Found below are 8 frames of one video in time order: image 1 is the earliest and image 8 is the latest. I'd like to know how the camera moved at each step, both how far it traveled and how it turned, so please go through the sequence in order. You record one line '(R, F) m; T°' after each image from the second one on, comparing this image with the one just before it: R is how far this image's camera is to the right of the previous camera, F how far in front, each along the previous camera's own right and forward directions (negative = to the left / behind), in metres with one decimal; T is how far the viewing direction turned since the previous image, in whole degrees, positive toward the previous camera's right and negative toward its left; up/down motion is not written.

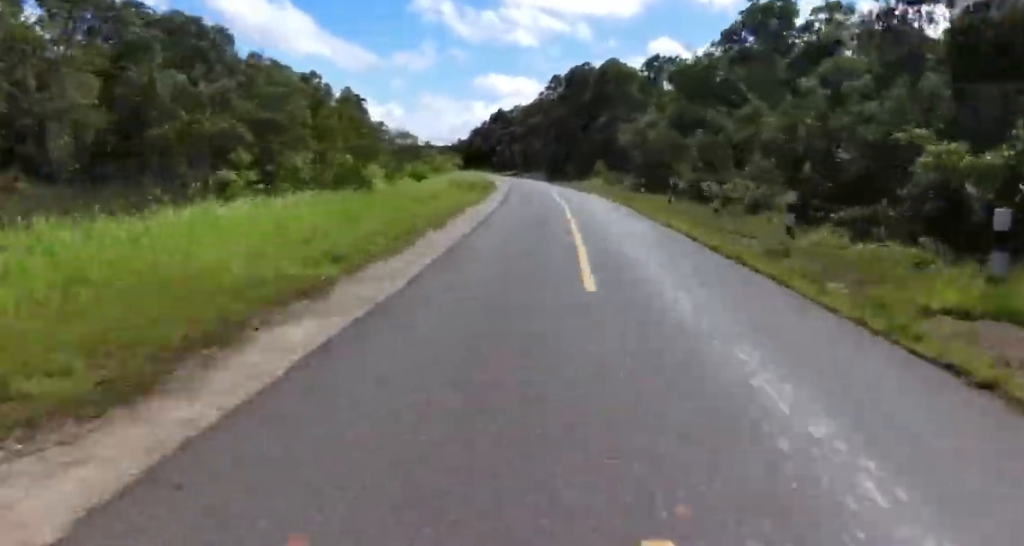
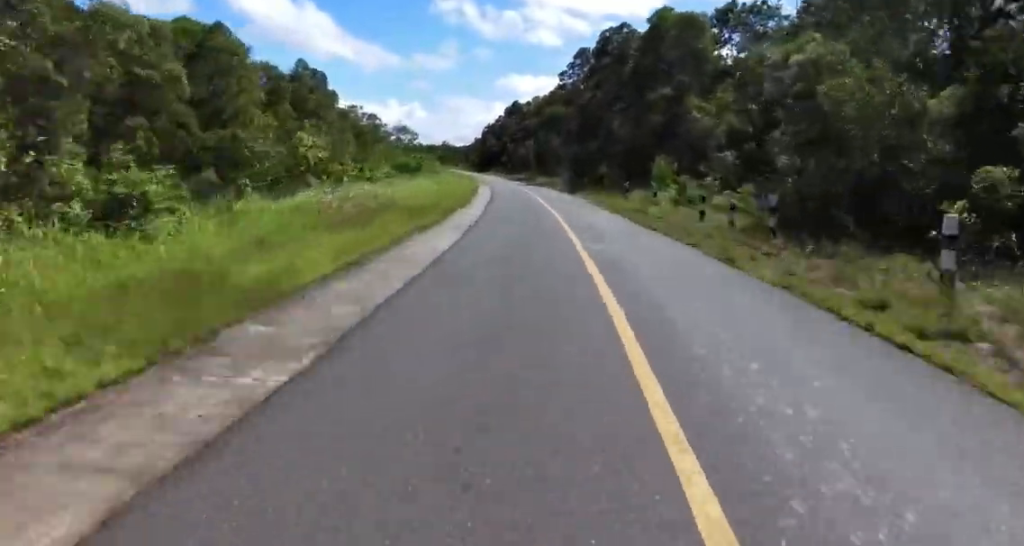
(0.0, +27.9) m; 0°
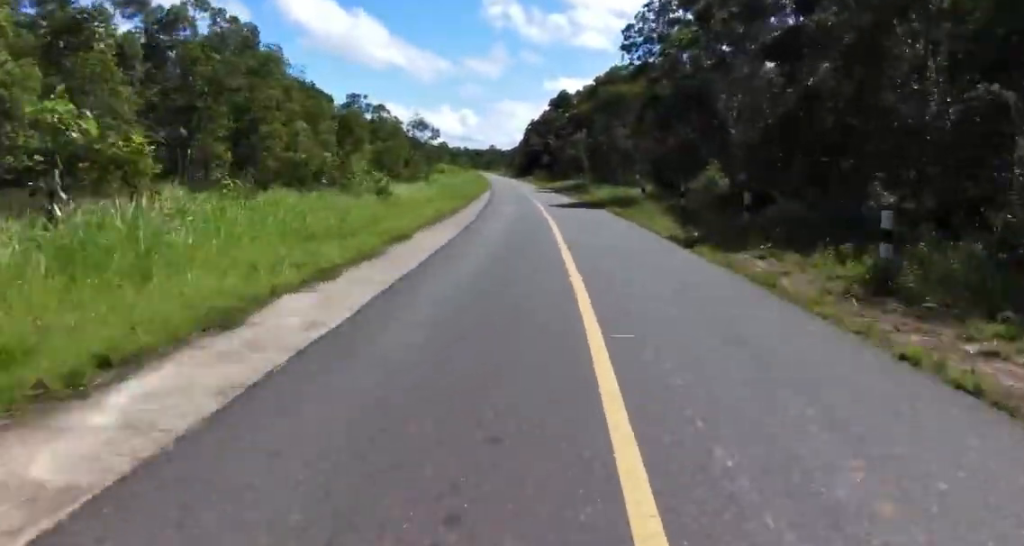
(-0.5, +32.6) m; -4°
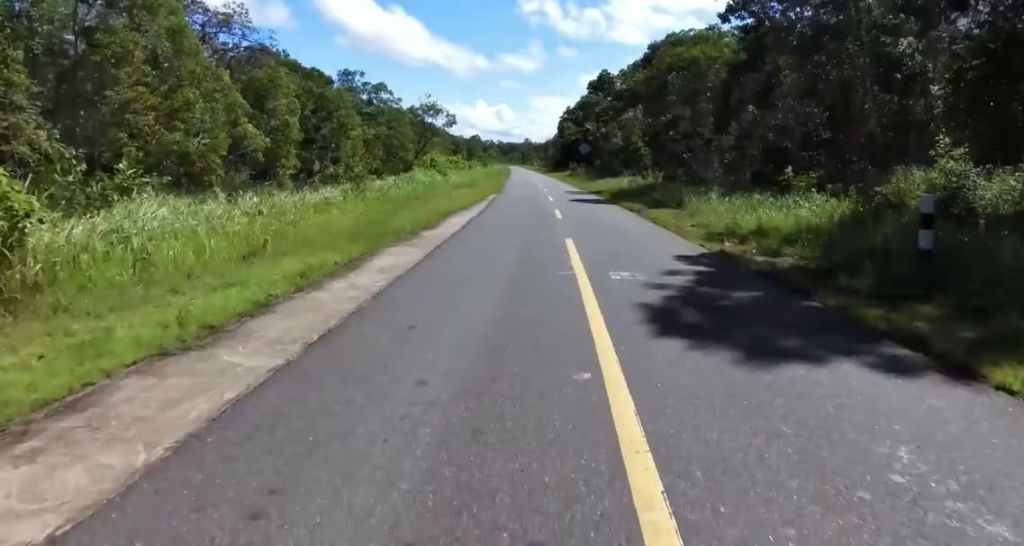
(-1.0, +23.0) m; -3°
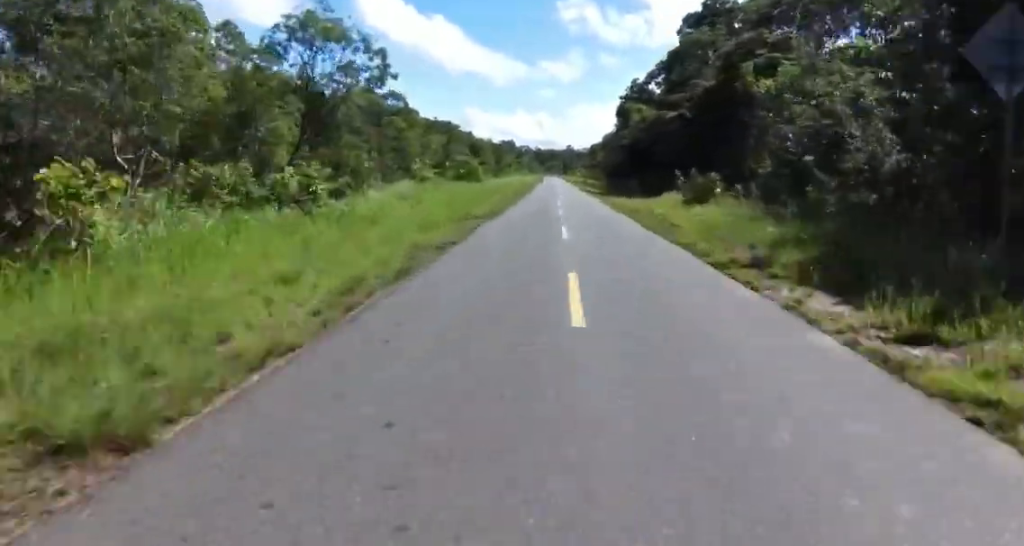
(-4.0, +60.1) m; -6°
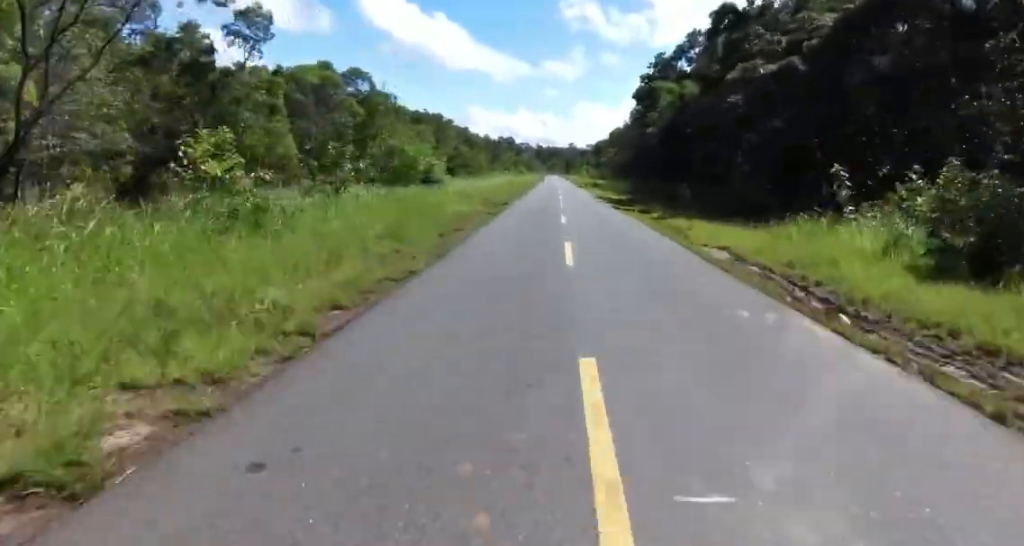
(+0.1, +20.6) m; 0°
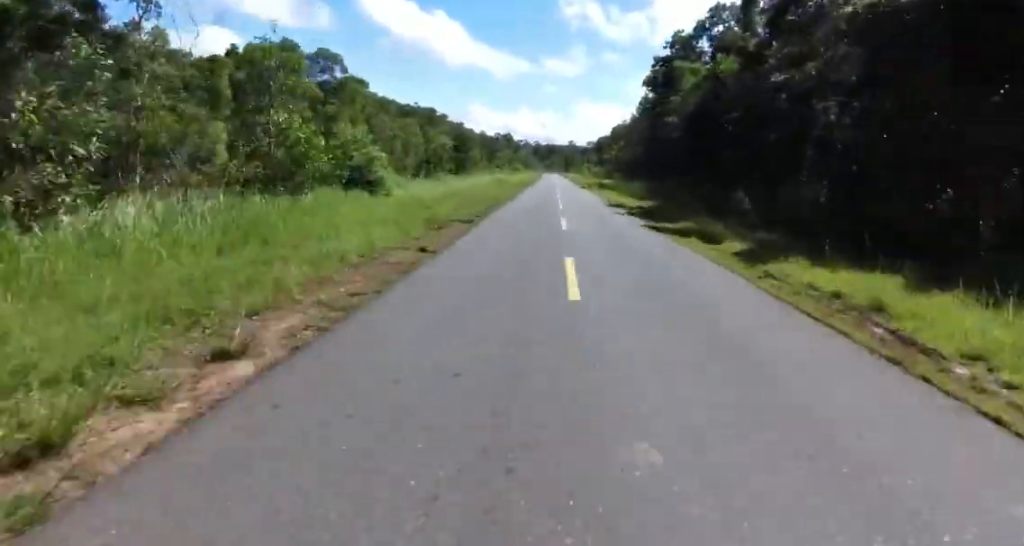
(0.0, +11.3) m; +1°
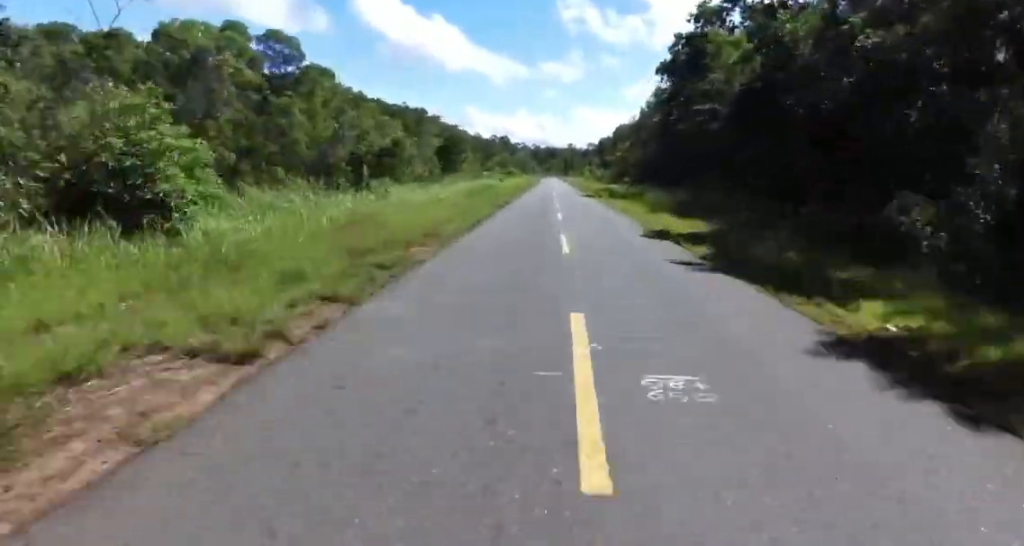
(-0.2, +12.2) m; +1°
